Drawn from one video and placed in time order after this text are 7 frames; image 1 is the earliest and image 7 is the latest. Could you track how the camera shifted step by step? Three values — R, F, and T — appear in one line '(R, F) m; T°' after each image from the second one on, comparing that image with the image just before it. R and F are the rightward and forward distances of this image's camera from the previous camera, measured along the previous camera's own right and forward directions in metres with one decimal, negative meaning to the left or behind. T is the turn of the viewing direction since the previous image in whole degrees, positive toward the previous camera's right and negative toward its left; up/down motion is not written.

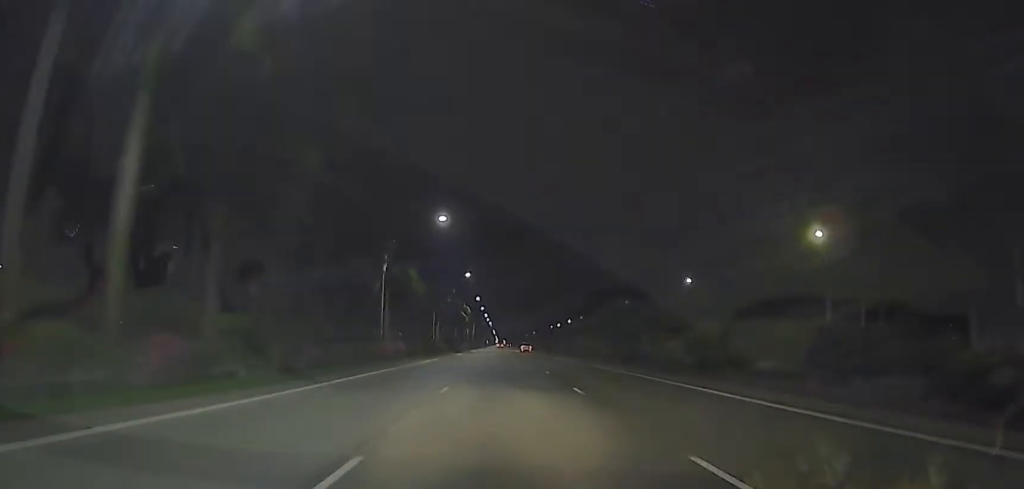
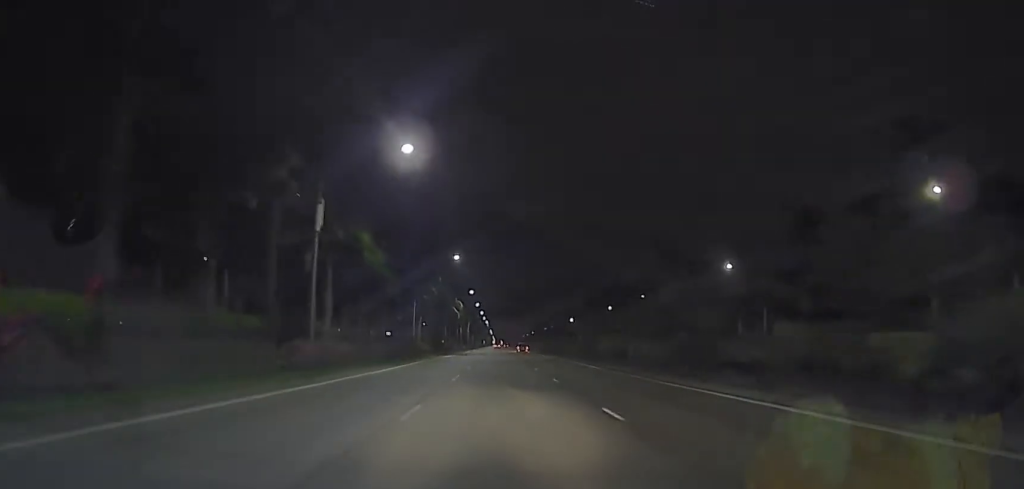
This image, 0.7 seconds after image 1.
(0.0, +17.5) m; 0°
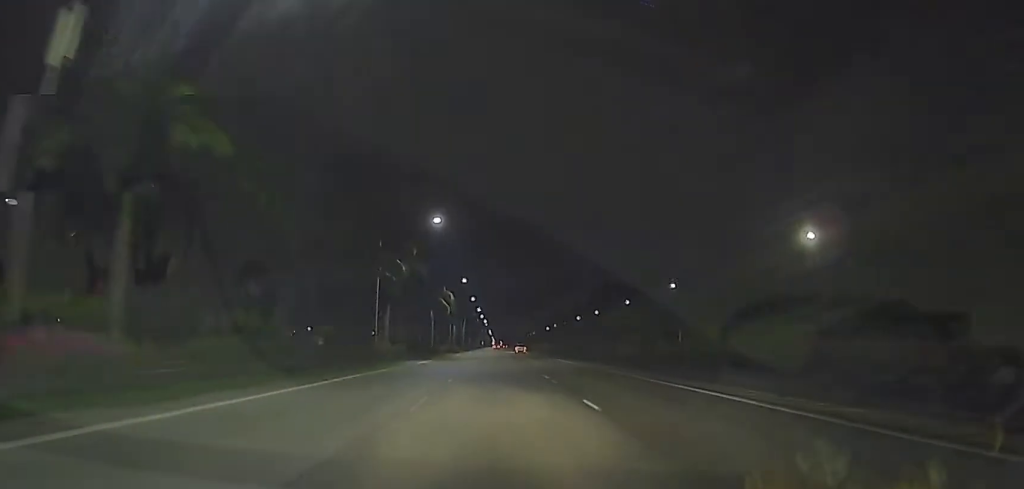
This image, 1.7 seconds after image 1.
(+0.1, +22.4) m; +1°
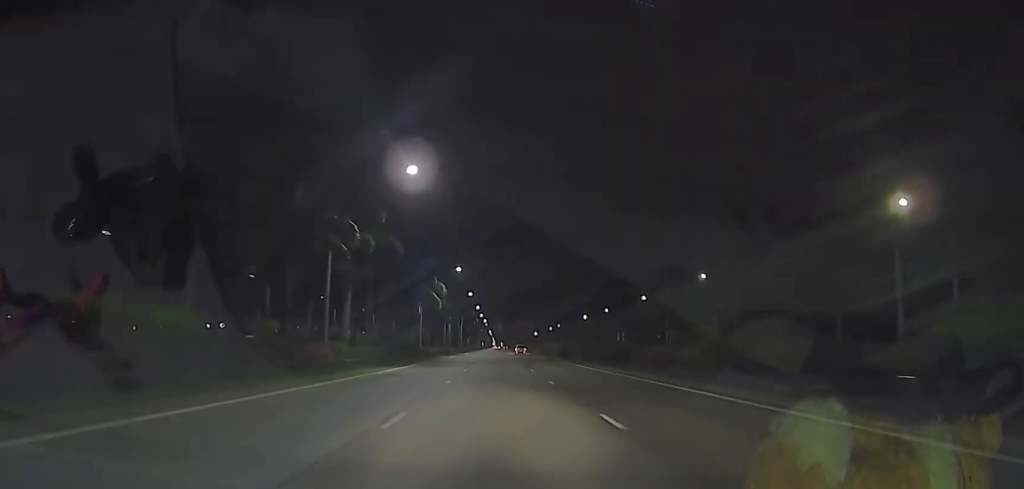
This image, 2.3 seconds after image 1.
(+0.3, +15.0) m; 0°
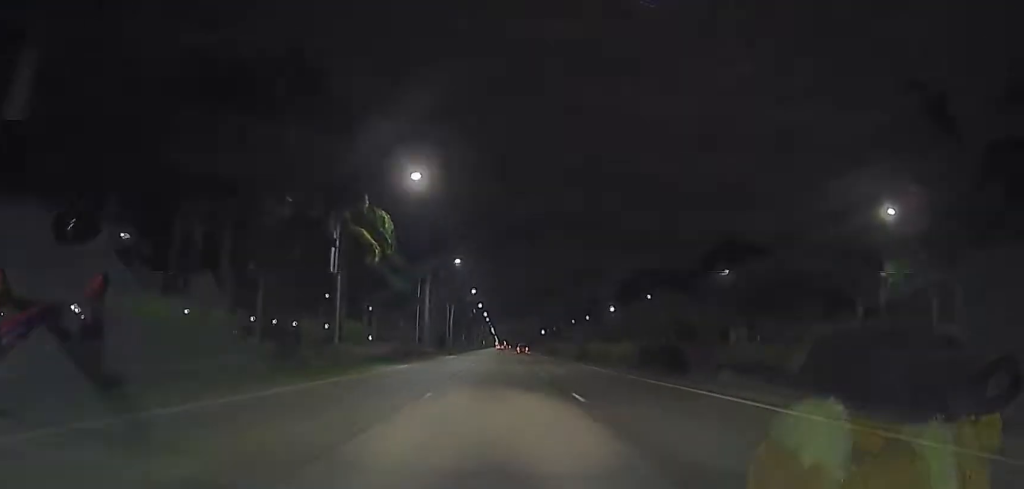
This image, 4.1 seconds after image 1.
(-0.8, +43.7) m; 0°
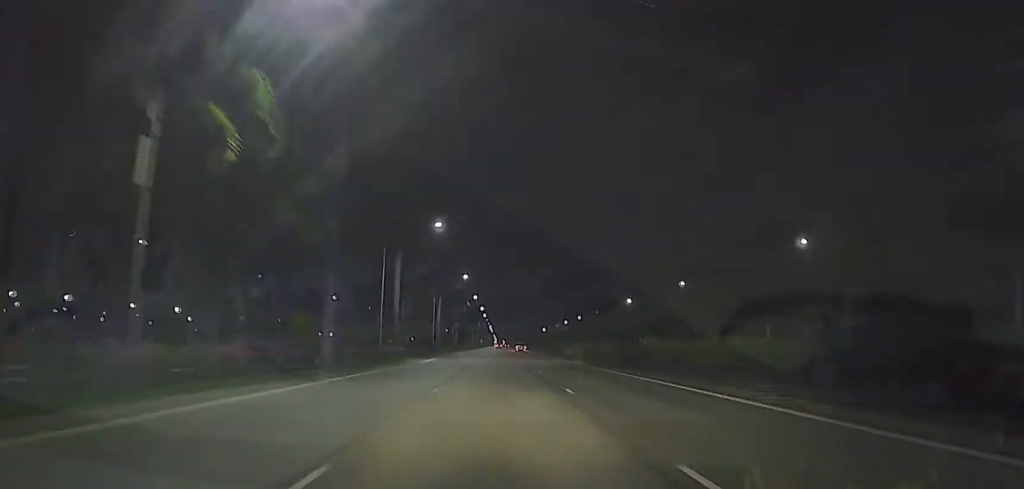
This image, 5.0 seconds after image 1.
(+0.2, +21.6) m; 0°
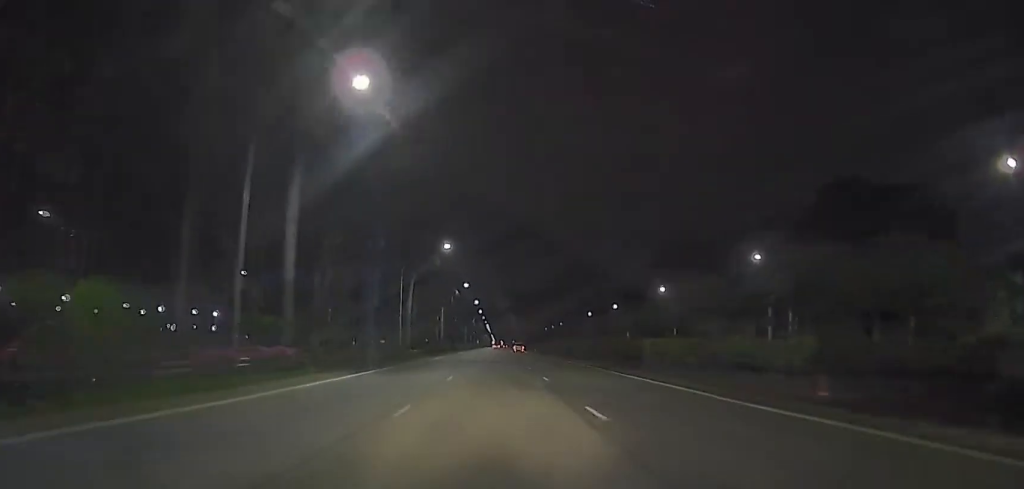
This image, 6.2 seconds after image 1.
(-0.1, +29.4) m; -1°
